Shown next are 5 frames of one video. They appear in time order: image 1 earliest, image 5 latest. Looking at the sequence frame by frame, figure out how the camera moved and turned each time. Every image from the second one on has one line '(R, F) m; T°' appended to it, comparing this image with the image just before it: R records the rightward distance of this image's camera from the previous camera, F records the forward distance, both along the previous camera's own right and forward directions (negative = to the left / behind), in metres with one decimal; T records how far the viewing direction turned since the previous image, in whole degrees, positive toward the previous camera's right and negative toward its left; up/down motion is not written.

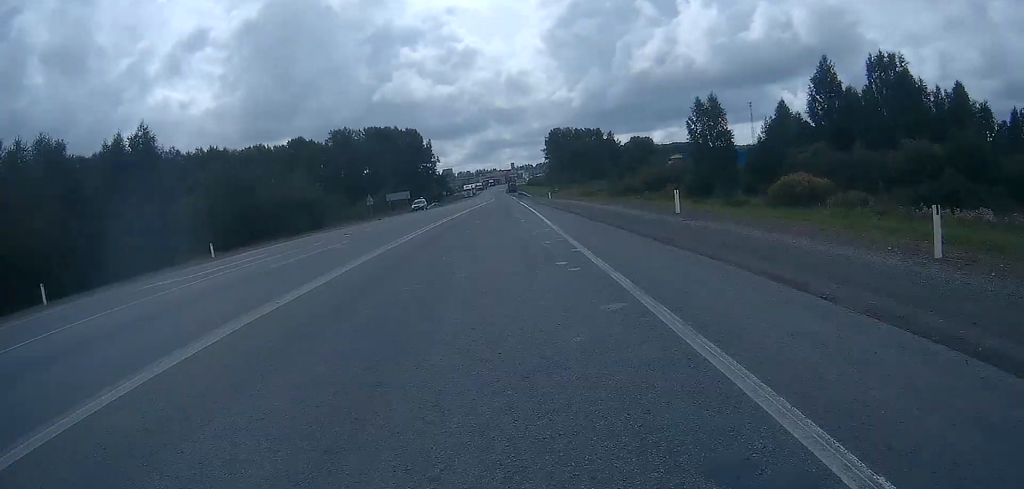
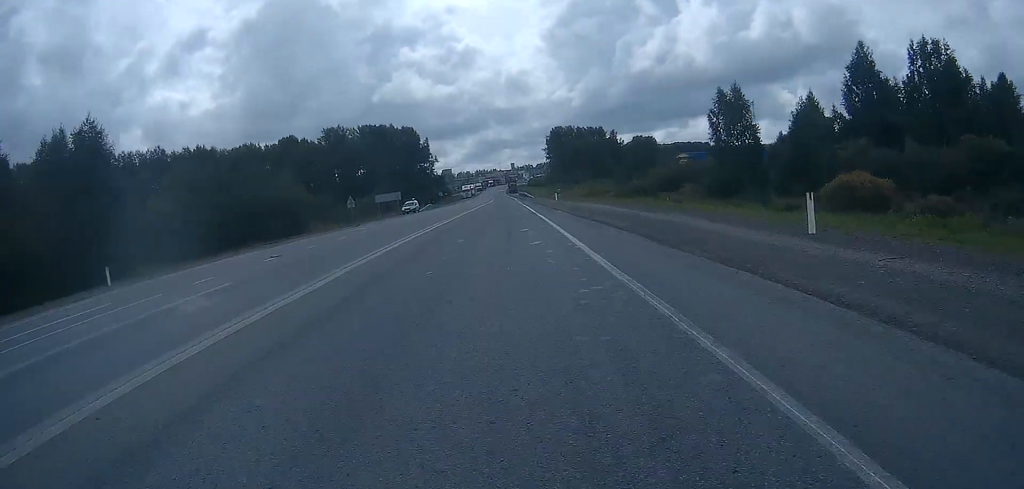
(0.0, +8.9) m; 0°
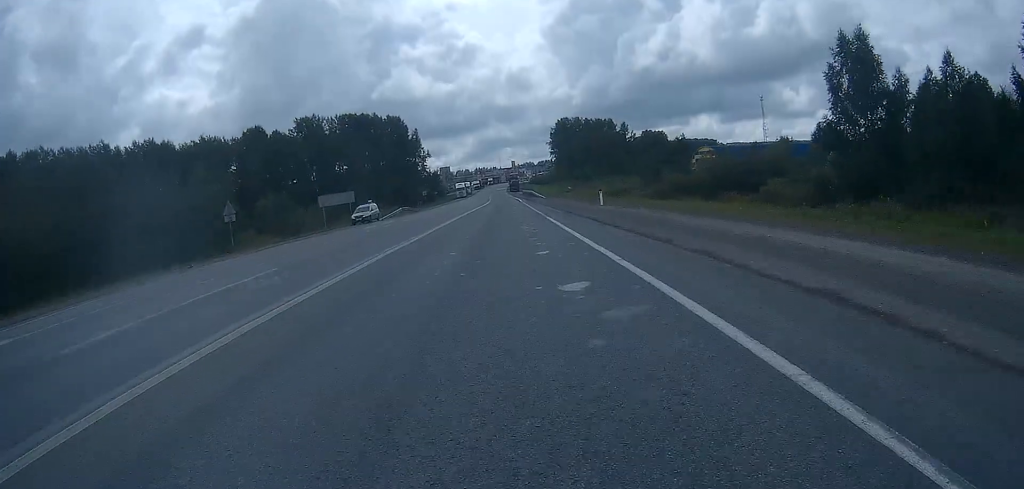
(0.0, +28.4) m; 0°
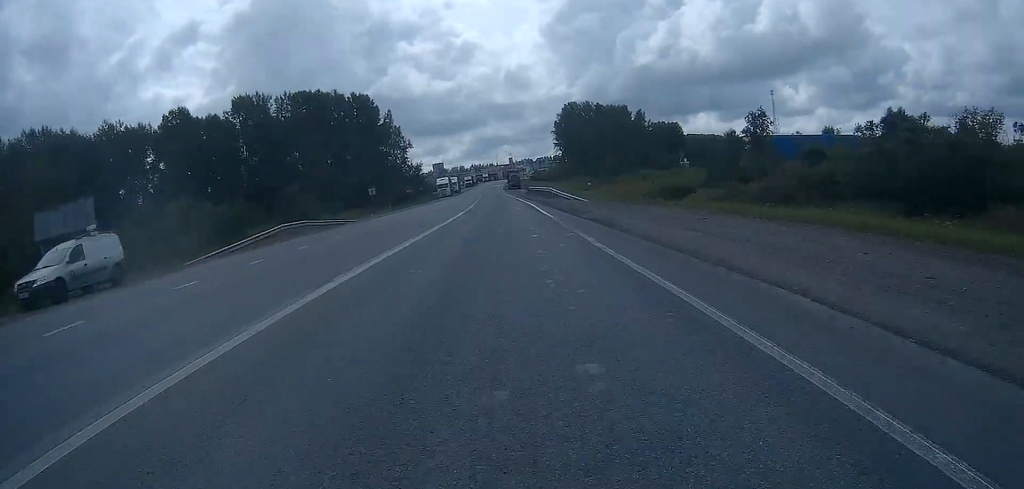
(0.0, +39.4) m; 0°
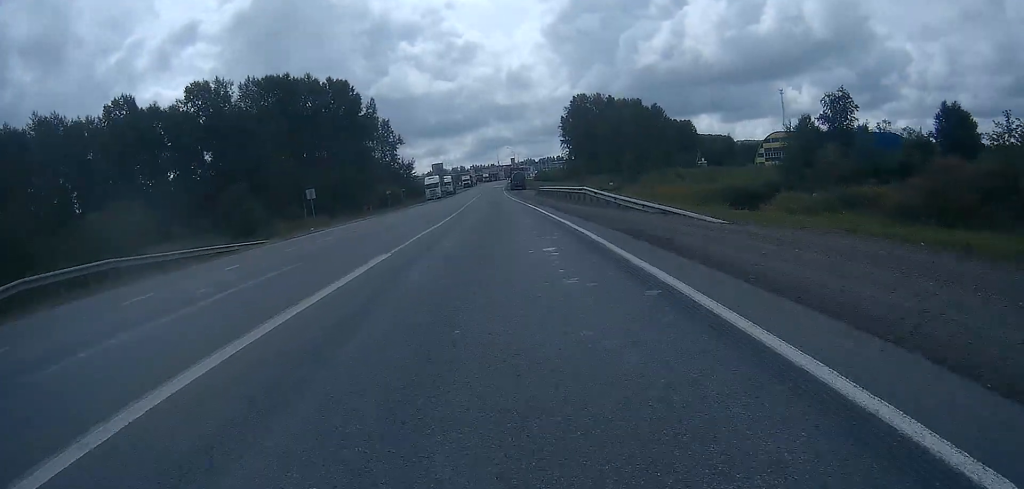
(0.0, +21.5) m; 0°
